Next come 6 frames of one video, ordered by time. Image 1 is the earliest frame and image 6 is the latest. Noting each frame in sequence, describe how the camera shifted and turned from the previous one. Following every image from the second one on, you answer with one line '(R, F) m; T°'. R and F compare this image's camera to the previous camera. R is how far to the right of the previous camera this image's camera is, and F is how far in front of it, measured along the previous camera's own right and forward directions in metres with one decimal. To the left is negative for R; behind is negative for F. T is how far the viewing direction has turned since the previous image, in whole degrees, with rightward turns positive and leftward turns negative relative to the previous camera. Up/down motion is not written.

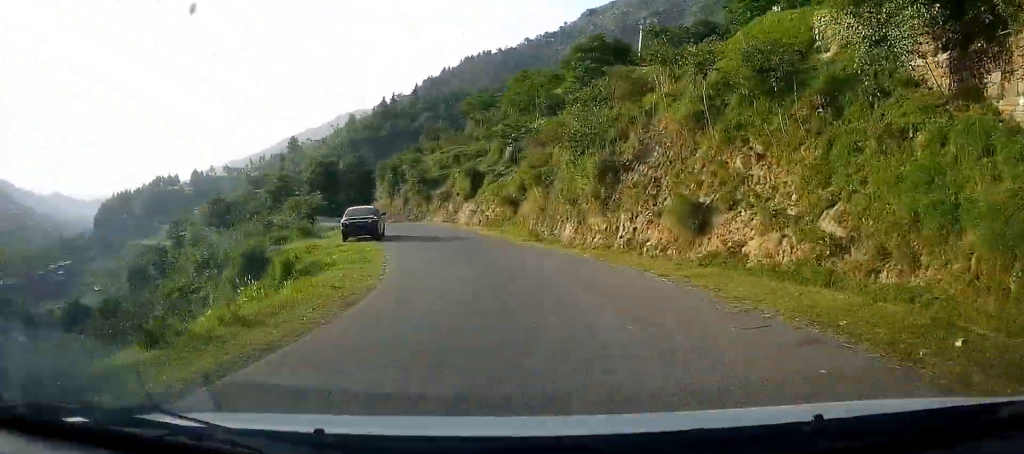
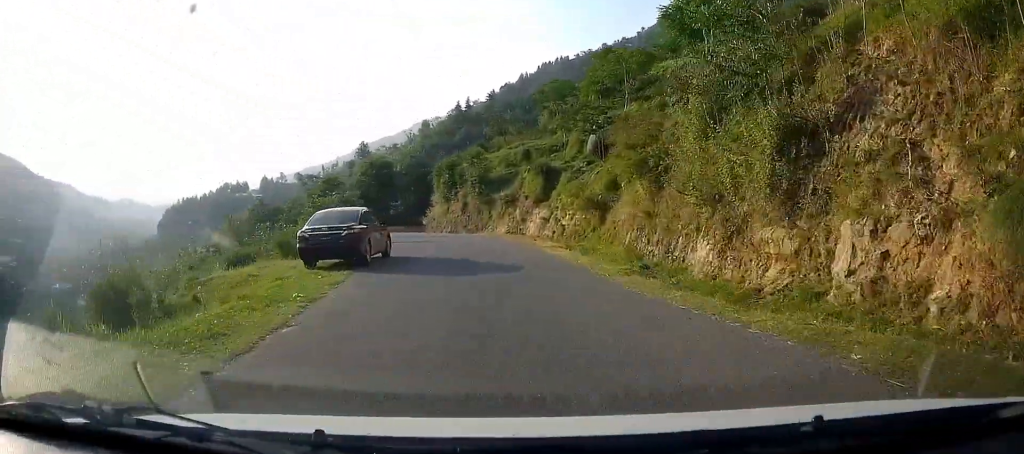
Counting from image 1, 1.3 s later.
(0.0, +10.4) m; -3°
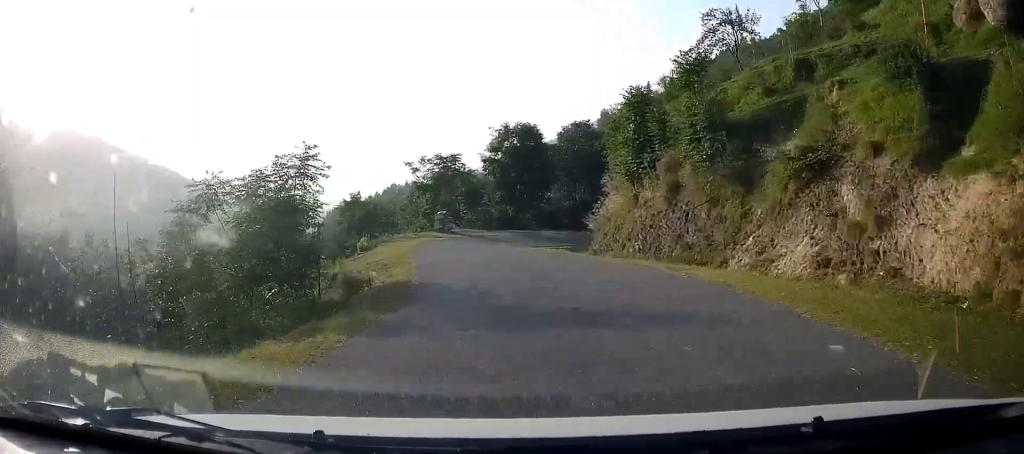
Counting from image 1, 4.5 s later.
(-3.1, +26.9) m; -17°
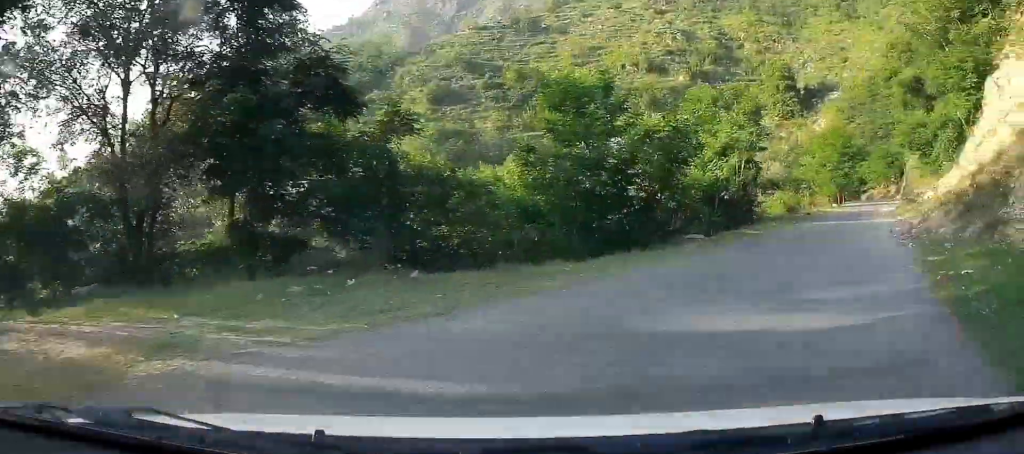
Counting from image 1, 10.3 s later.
(-5.5, +45.9) m; +23°
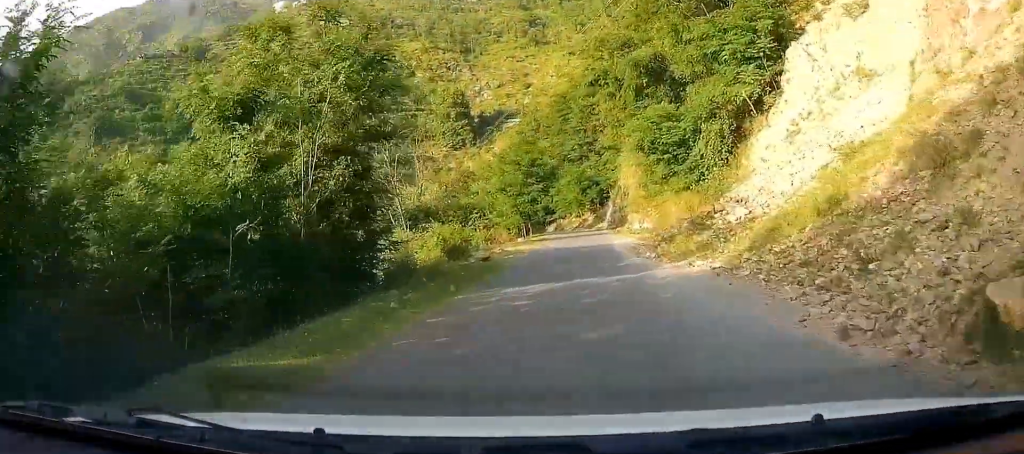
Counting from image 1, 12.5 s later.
(+5.5, +14.9) m; +33°
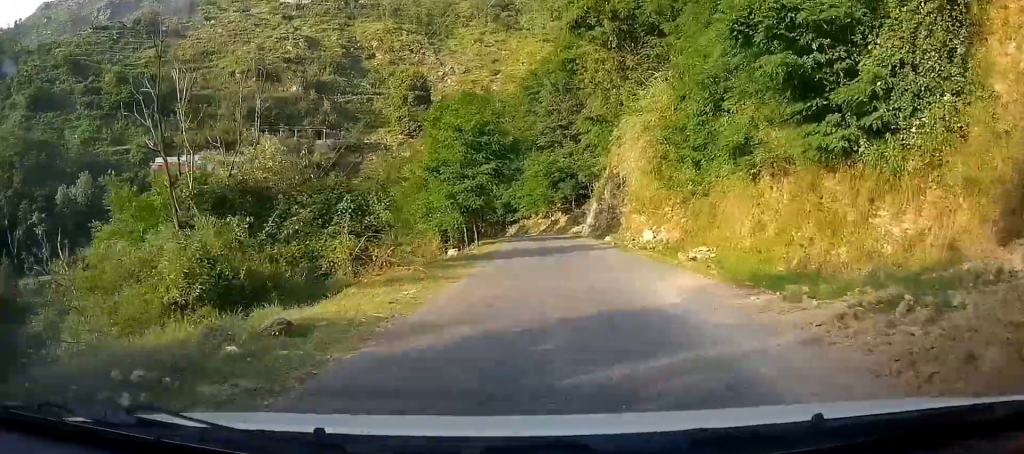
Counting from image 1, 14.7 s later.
(+2.9, +17.6) m; +13°
